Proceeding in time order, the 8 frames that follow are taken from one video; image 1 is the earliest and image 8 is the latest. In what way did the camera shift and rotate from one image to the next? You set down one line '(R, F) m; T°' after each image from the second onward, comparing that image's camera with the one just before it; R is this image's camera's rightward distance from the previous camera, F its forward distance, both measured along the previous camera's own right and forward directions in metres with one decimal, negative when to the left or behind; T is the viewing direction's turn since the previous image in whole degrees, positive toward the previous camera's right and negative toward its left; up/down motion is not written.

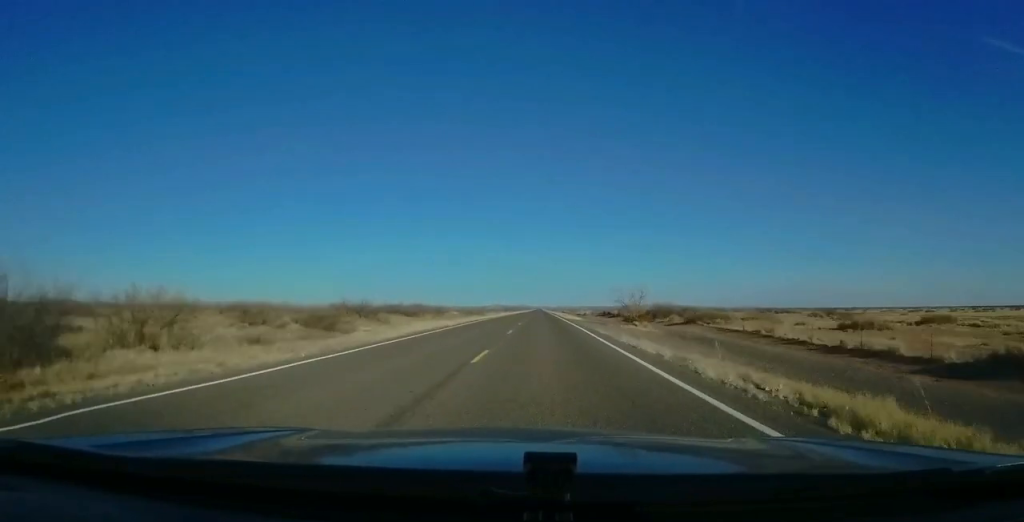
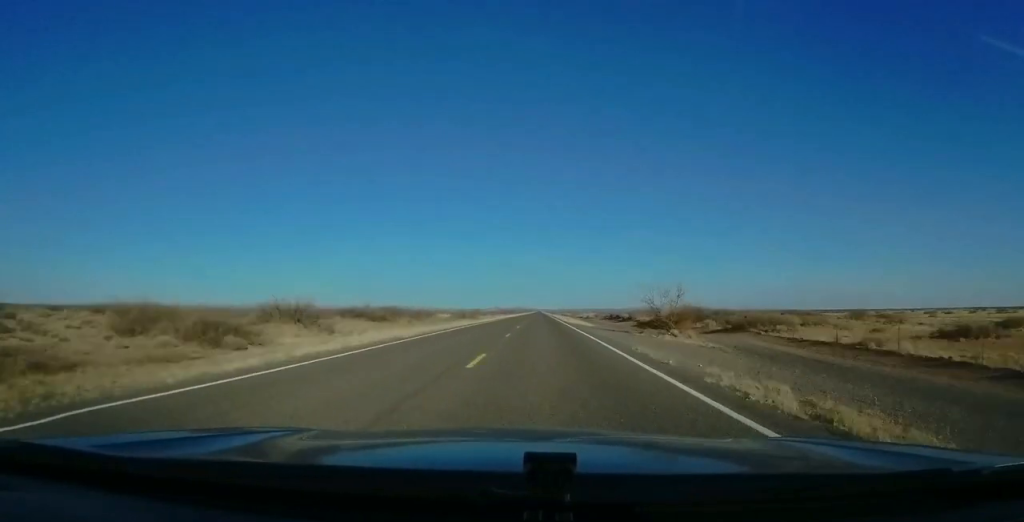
(-0.1, +13.0) m; 0°
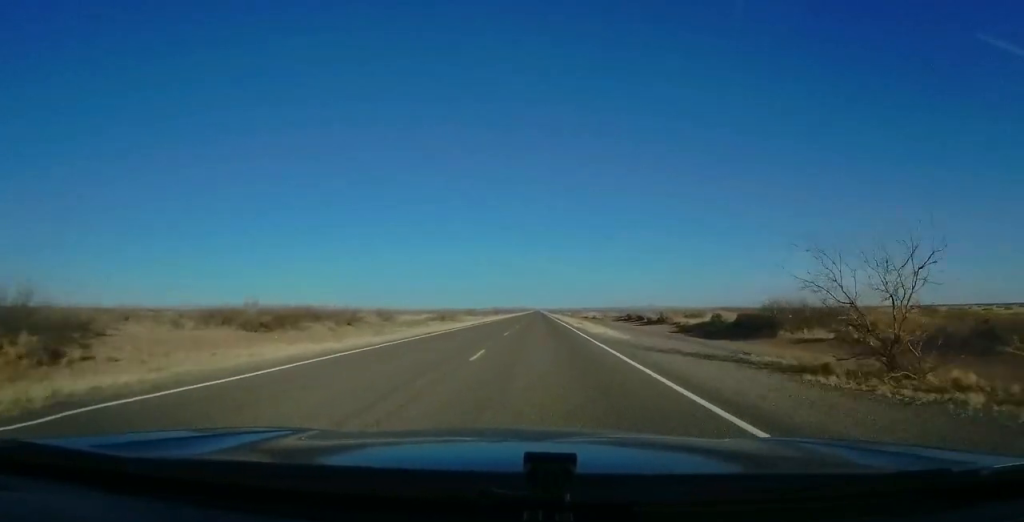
(-0.4, +23.0) m; 0°
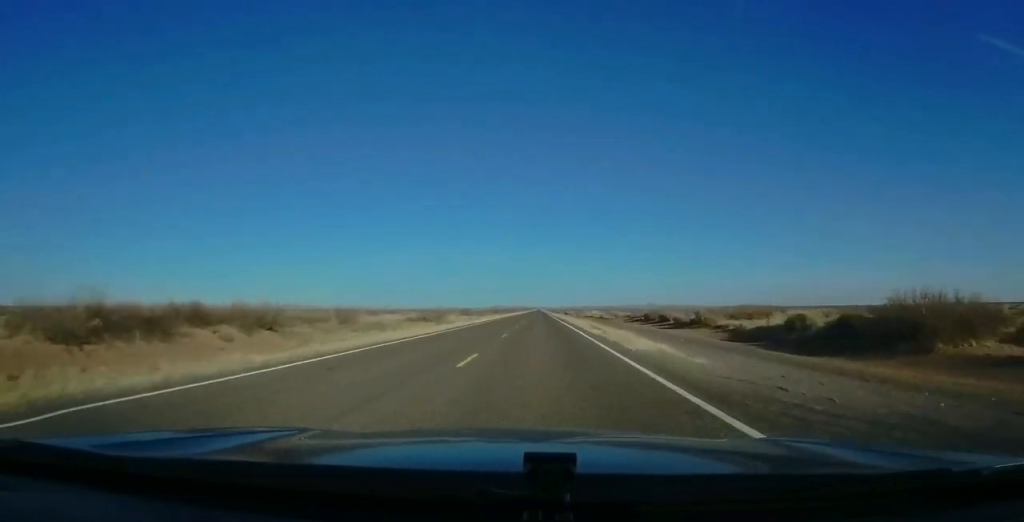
(+0.2, +14.1) m; 0°
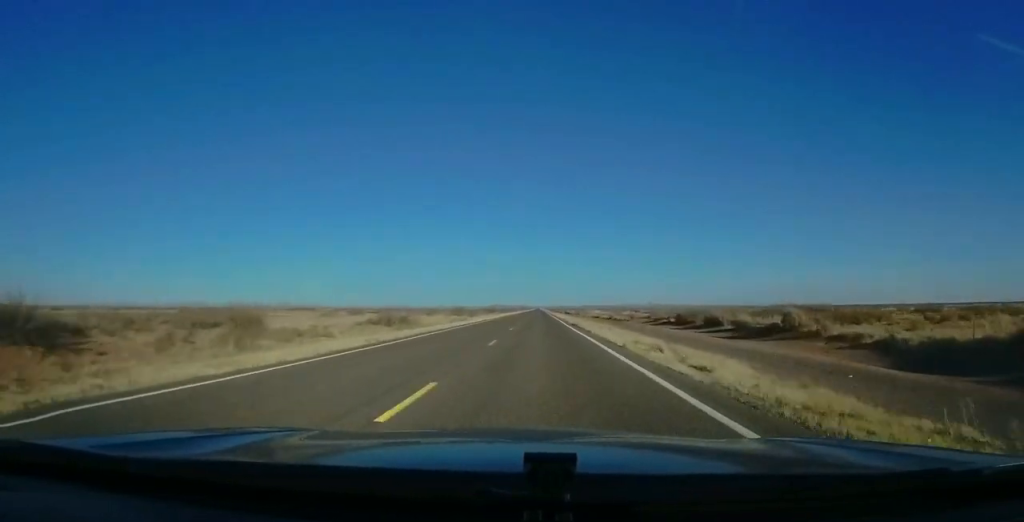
(+0.2, +18.0) m; 0°
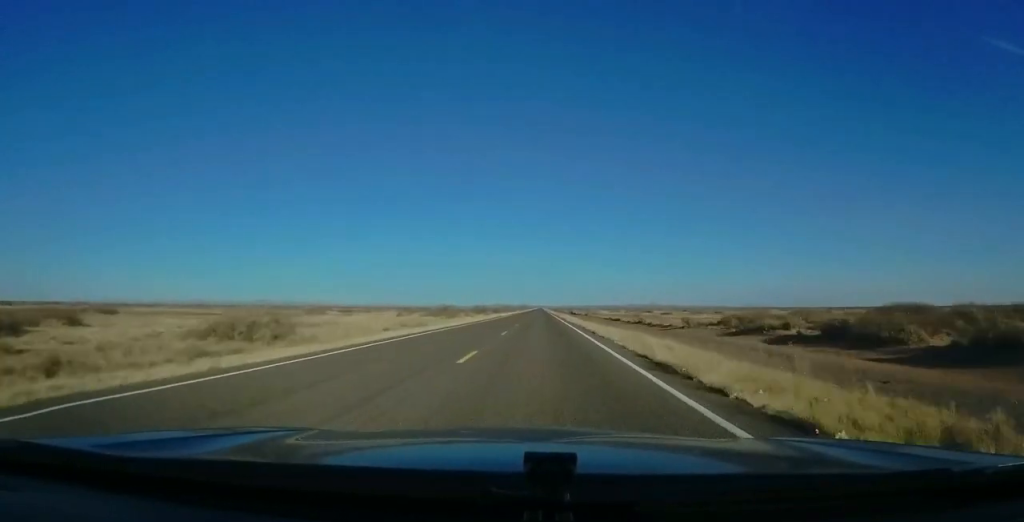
(-0.4, +31.0) m; -1°
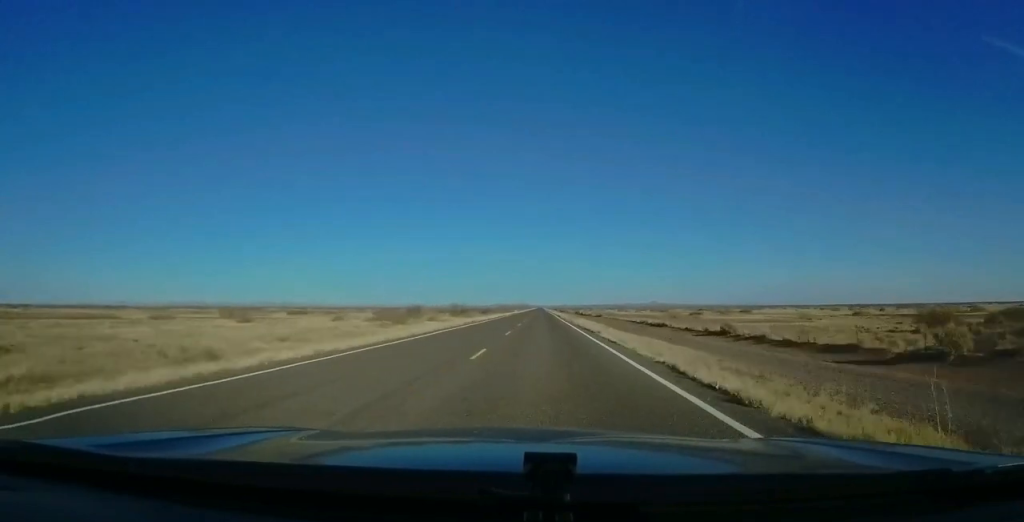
(+0.3, +35.9) m; +1°
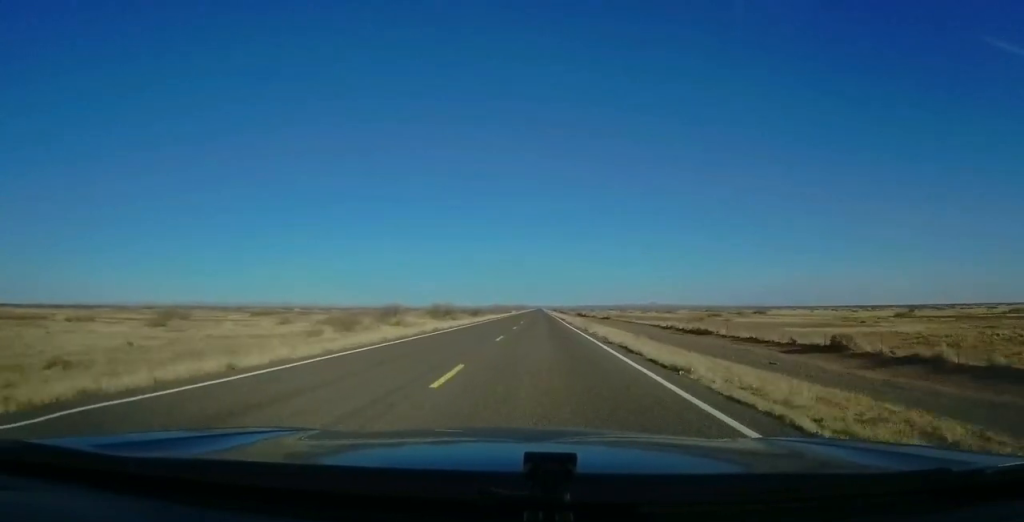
(+0.3, +16.9) m; 0°
